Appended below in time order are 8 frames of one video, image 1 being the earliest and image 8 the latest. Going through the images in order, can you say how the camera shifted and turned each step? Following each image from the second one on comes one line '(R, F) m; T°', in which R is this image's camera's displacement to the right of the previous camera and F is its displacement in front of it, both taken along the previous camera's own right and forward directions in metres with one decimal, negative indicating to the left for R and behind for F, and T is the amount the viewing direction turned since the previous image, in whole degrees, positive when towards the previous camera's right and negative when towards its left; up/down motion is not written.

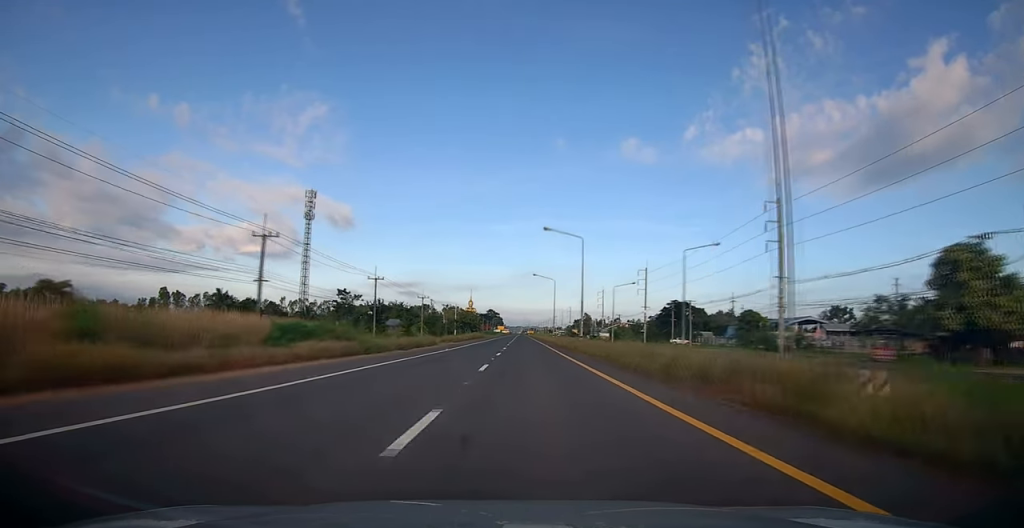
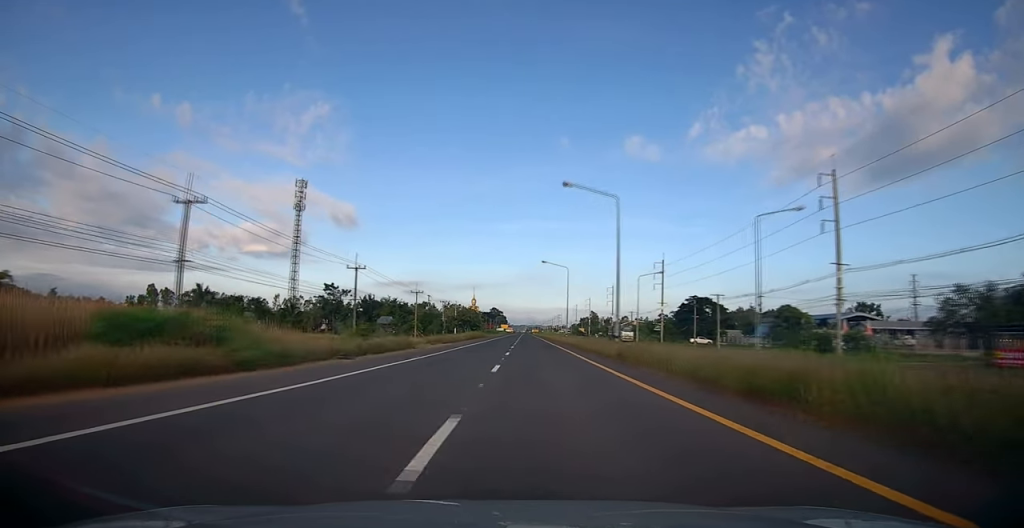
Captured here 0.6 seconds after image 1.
(-0.1, +13.1) m; 0°
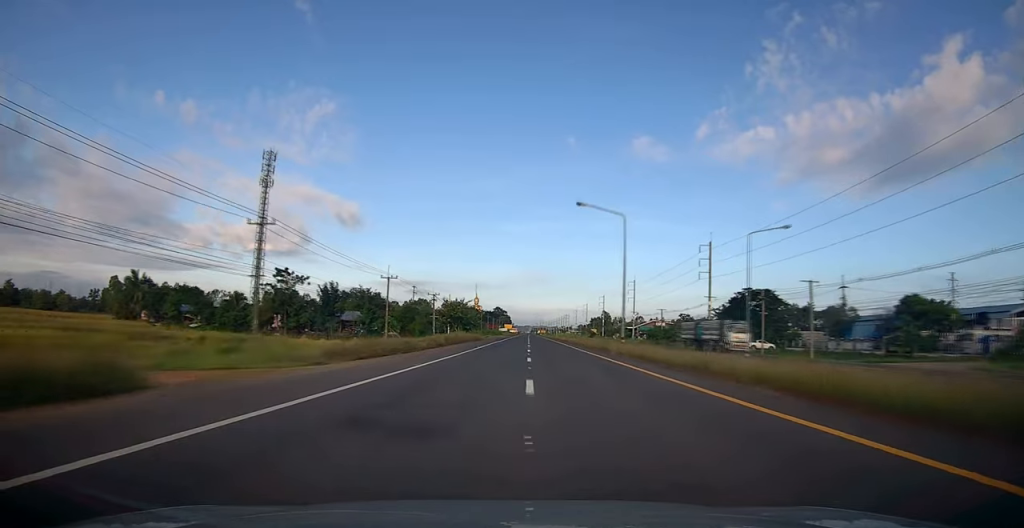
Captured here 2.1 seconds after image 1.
(-0.1, +30.0) m; -1°
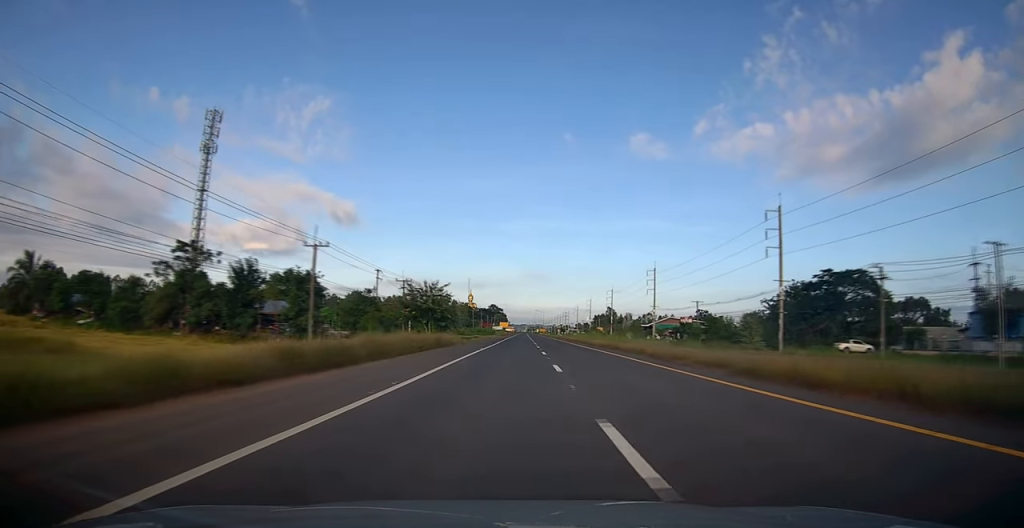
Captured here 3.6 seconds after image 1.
(-0.1, +30.5) m; +1°
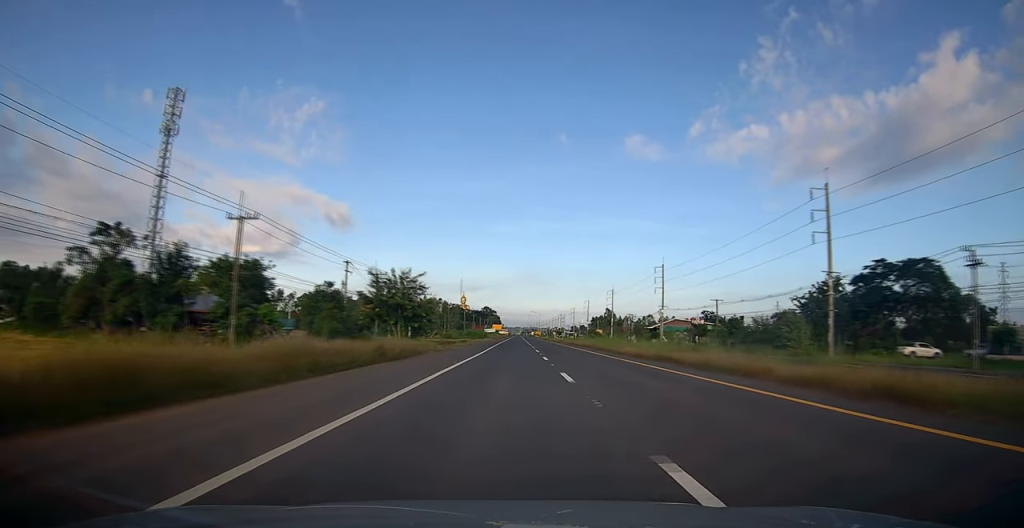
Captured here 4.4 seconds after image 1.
(+0.3, +14.2) m; 0°
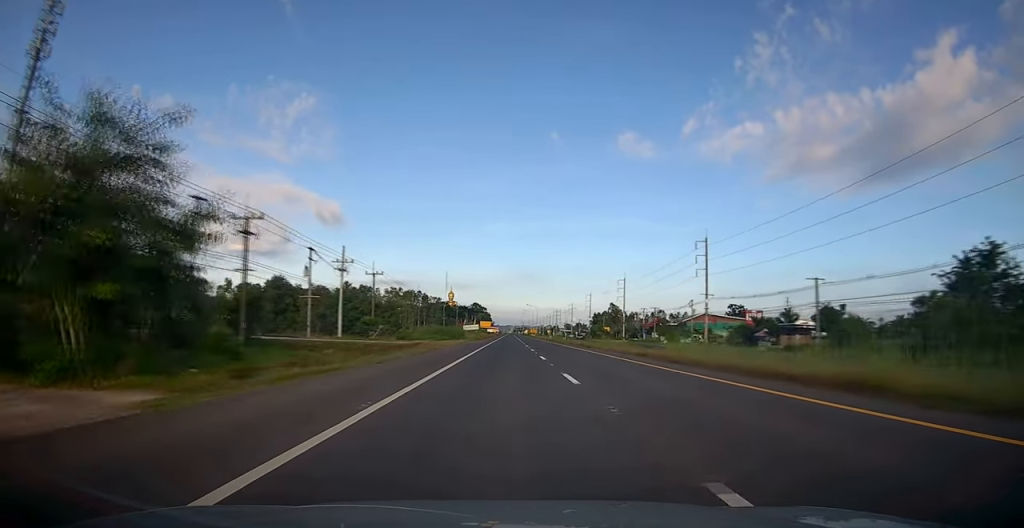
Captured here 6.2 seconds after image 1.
(-0.1, +37.3) m; 0°
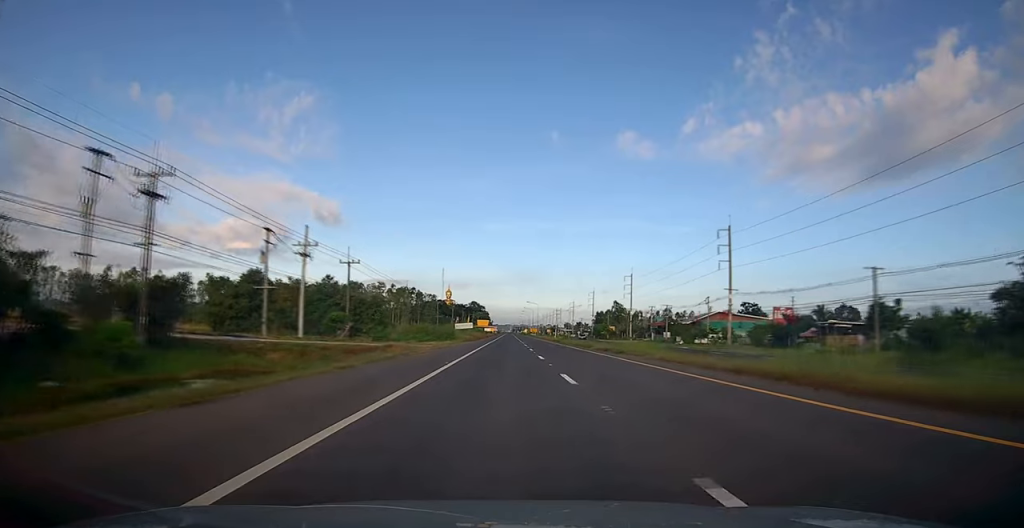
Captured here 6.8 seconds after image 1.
(0.0, +11.9) m; +1°
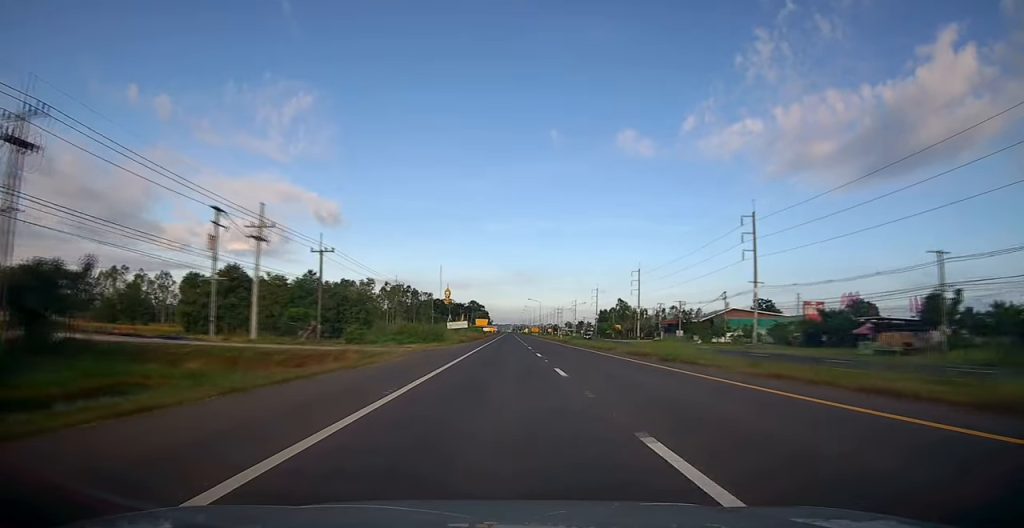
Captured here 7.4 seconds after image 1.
(+0.2, +10.2) m; 0°
